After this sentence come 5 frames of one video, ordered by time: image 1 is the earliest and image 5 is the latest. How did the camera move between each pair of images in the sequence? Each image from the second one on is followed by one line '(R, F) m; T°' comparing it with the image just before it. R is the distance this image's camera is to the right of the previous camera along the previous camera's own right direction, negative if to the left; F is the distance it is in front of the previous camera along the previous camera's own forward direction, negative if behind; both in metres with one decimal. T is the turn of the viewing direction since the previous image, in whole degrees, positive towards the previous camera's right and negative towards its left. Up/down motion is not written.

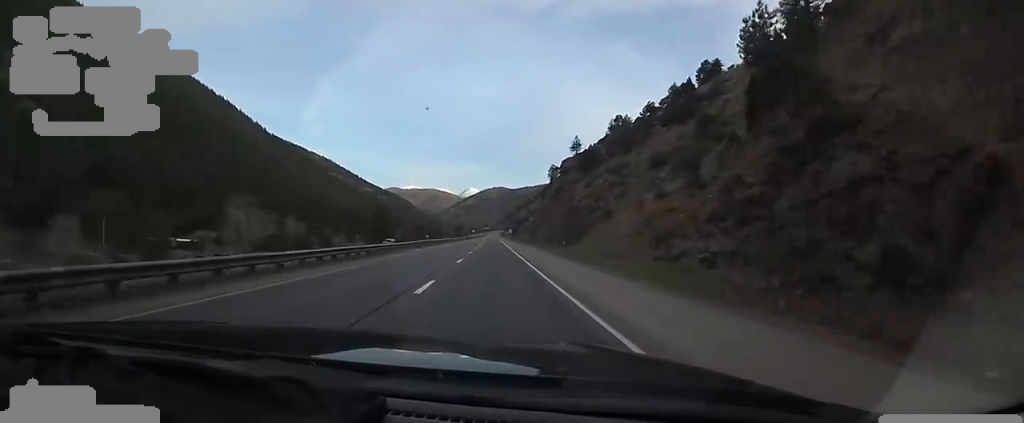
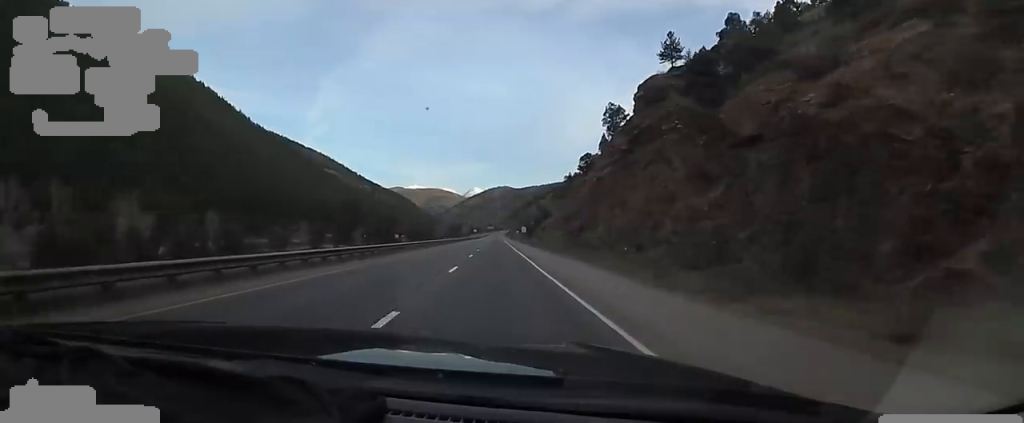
(-0.1, +66.8) m; 0°
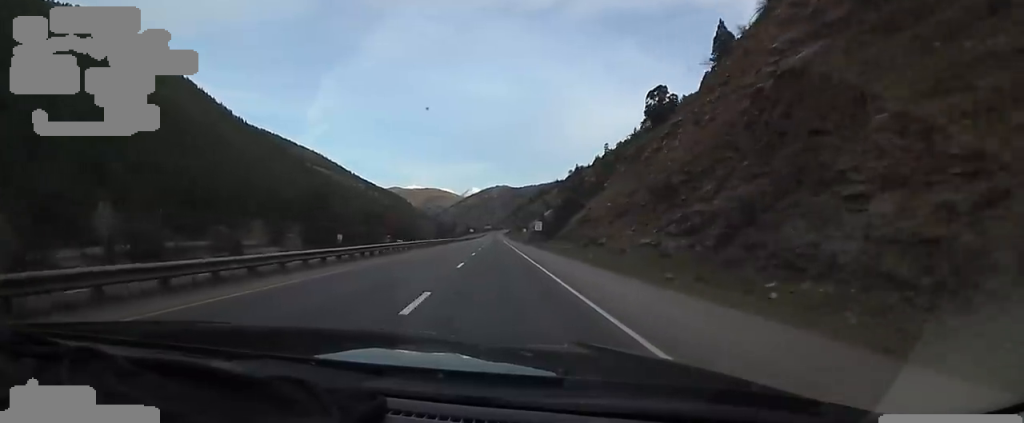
(-0.1, +46.4) m; 0°
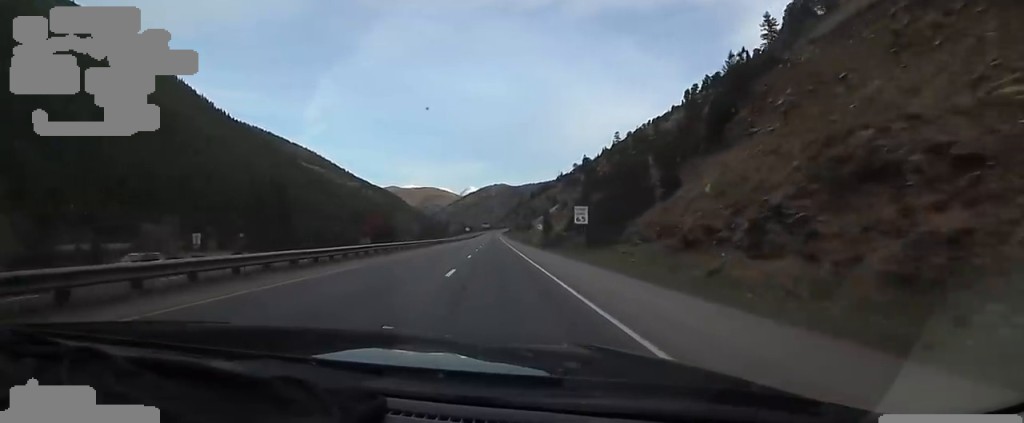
(-0.4, +41.4) m; -2°
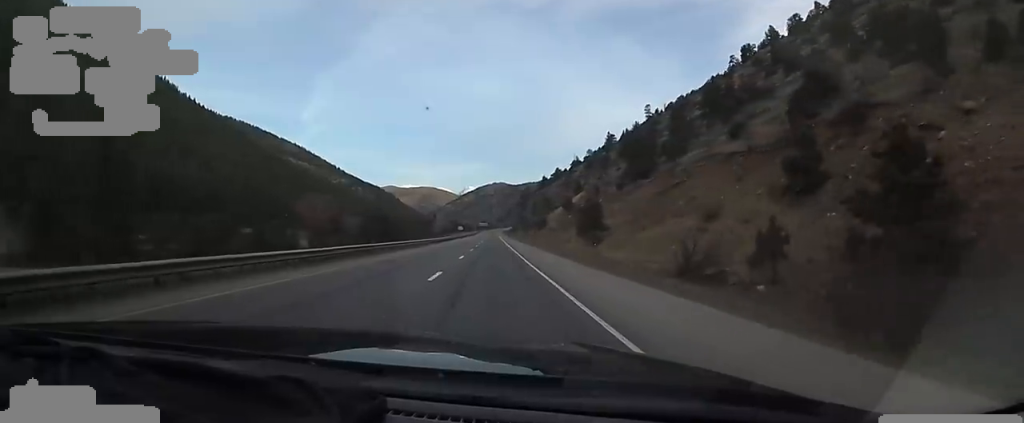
(+2.8, +74.9) m; +3°
